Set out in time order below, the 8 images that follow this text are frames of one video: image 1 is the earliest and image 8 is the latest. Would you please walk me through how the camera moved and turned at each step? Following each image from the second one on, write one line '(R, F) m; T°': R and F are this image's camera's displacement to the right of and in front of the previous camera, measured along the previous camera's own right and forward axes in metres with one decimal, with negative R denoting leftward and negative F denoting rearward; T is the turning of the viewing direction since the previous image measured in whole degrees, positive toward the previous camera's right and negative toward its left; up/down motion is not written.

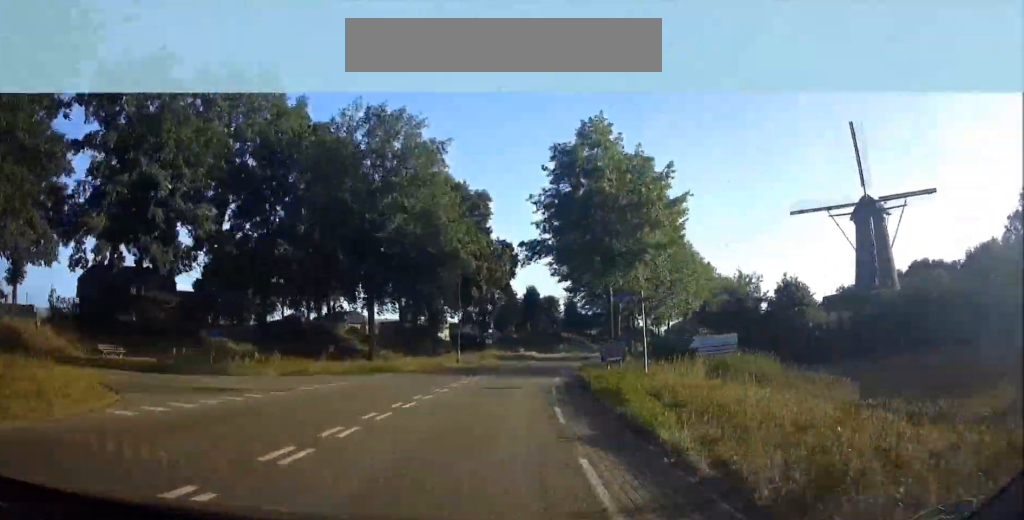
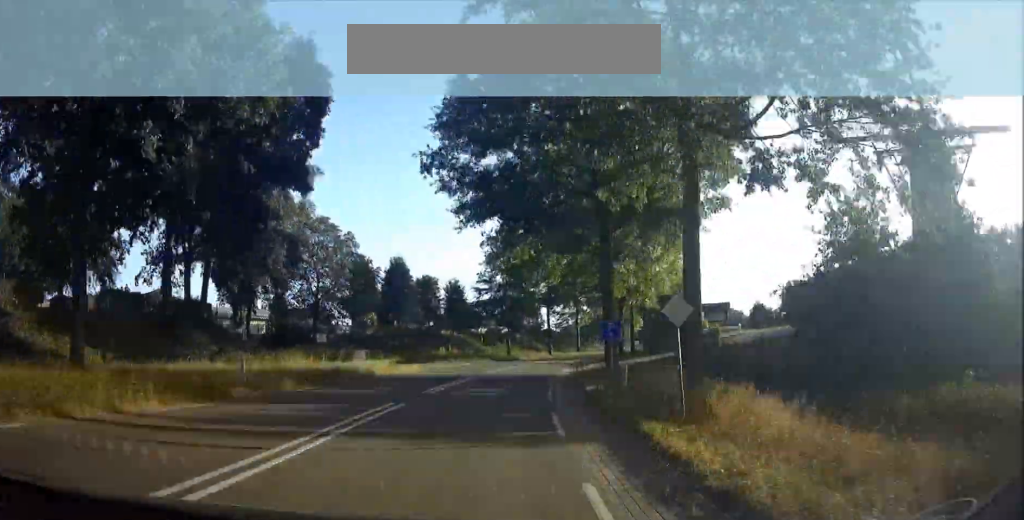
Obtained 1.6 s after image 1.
(+6.7, +37.2) m; +9°
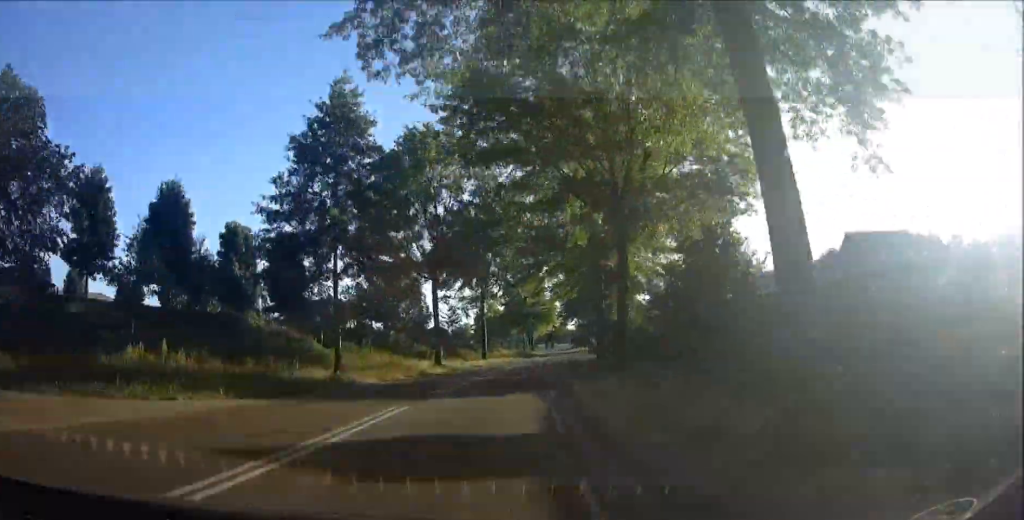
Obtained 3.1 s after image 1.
(+0.5, +36.2) m; +1°
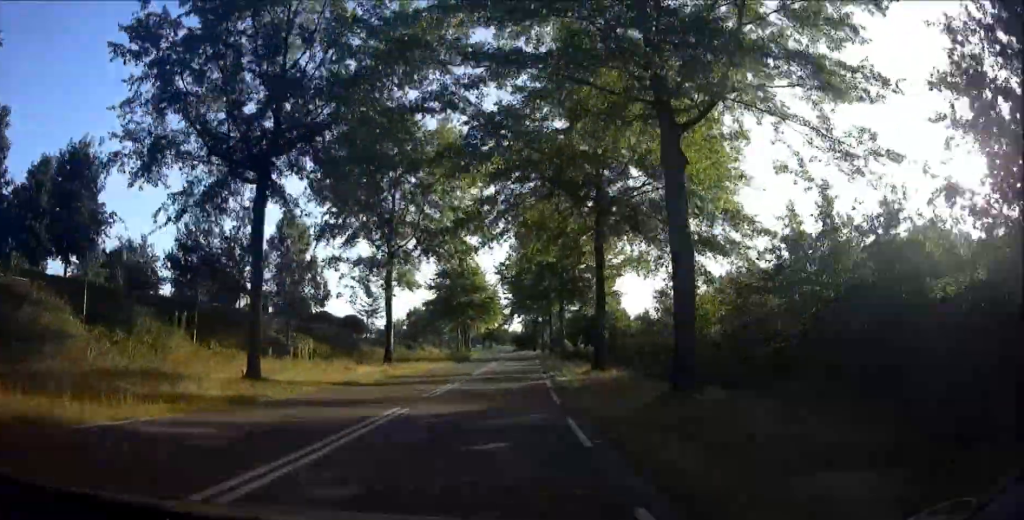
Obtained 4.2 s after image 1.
(0.0, +25.2) m; +1°
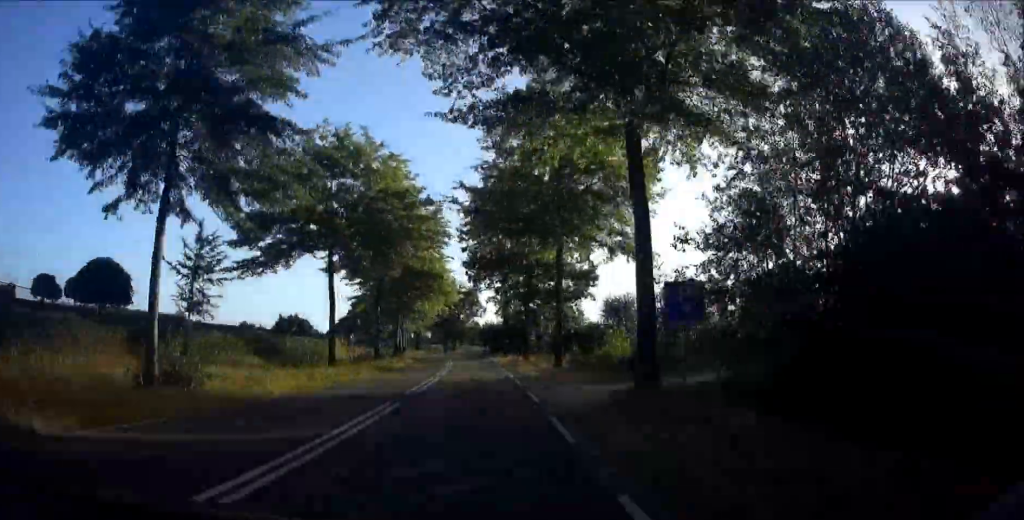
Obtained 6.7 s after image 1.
(+1.5, +59.8) m; +3°
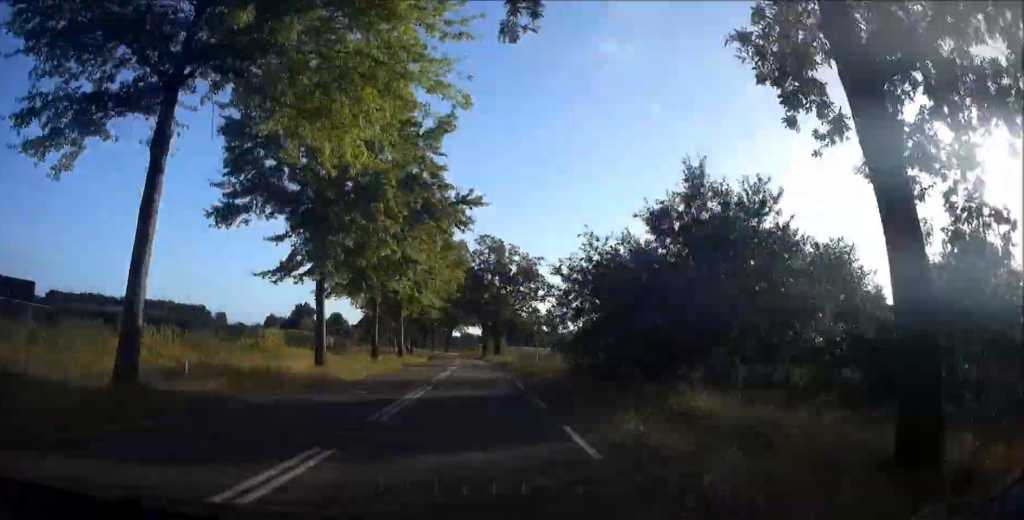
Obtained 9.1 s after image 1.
(+1.1, +54.8) m; 0°
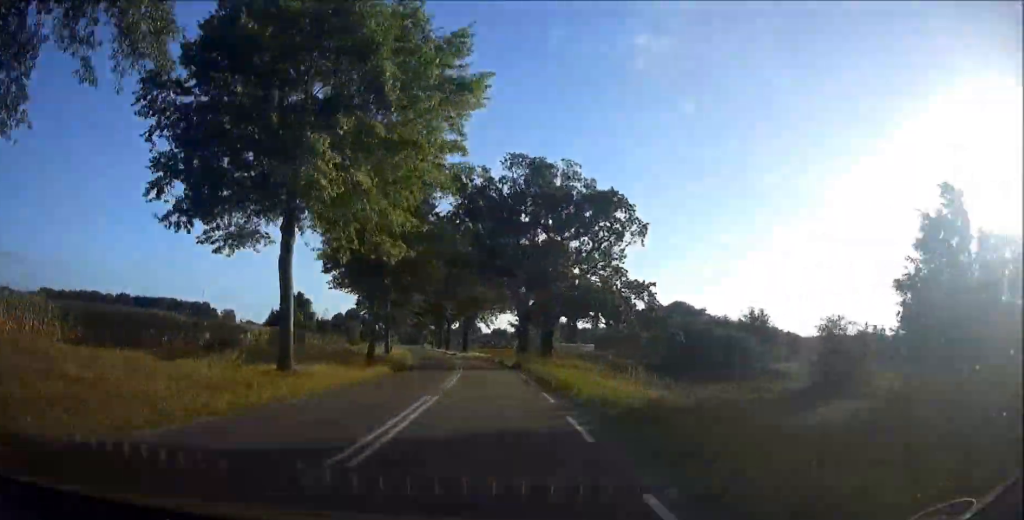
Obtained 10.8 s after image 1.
(-0.9, +40.1) m; -4°
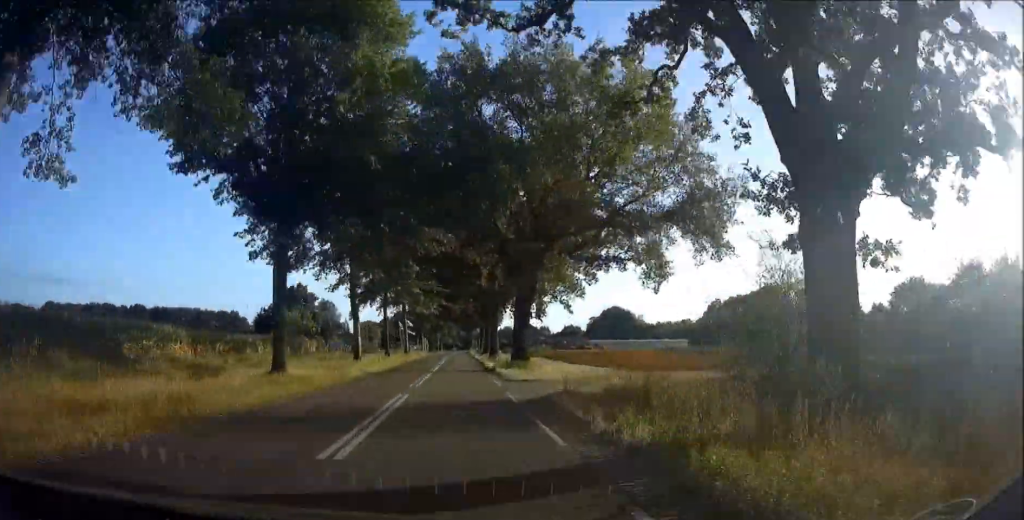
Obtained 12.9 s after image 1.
(-2.5, +46.3) m; -5°
